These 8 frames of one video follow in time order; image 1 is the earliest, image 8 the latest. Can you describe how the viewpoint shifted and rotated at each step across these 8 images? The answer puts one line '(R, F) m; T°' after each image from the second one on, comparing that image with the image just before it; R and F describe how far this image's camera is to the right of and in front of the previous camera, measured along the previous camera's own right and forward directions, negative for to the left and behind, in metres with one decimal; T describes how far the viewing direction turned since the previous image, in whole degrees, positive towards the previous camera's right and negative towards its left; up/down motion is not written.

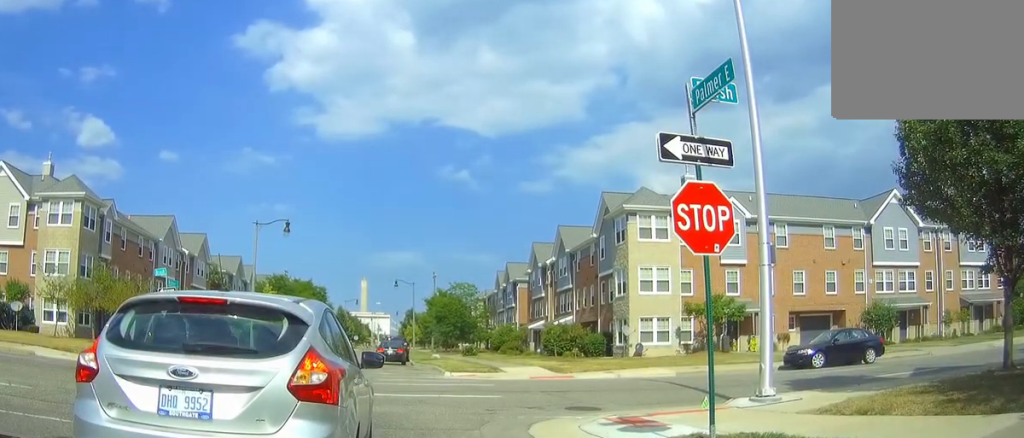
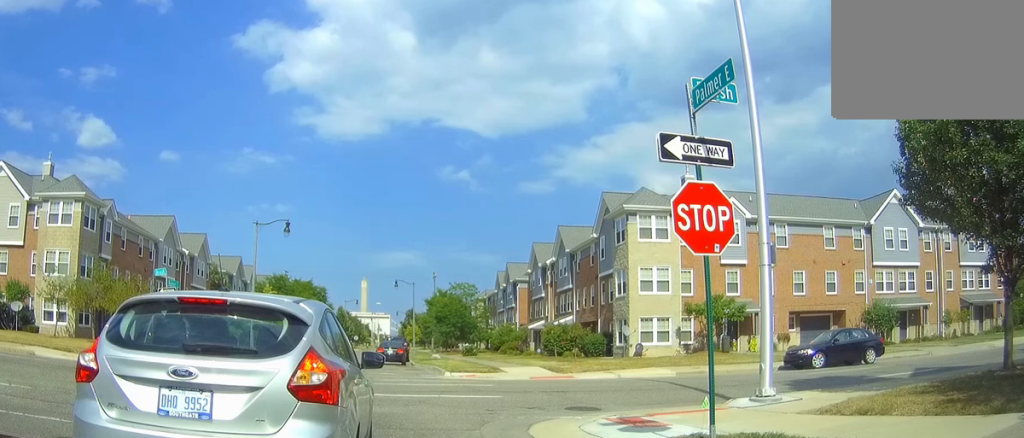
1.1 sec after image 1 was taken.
(0.0, -0.1) m; 0°
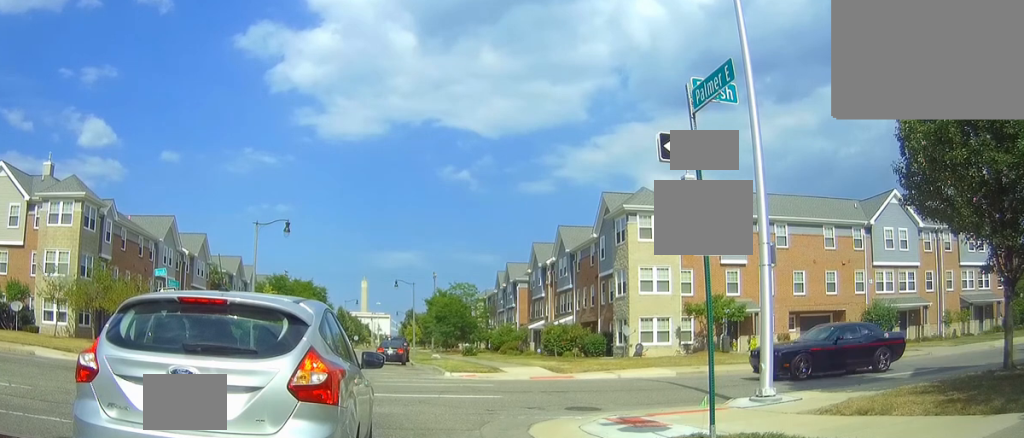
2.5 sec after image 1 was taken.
(0.0, 0.0) m; 0°
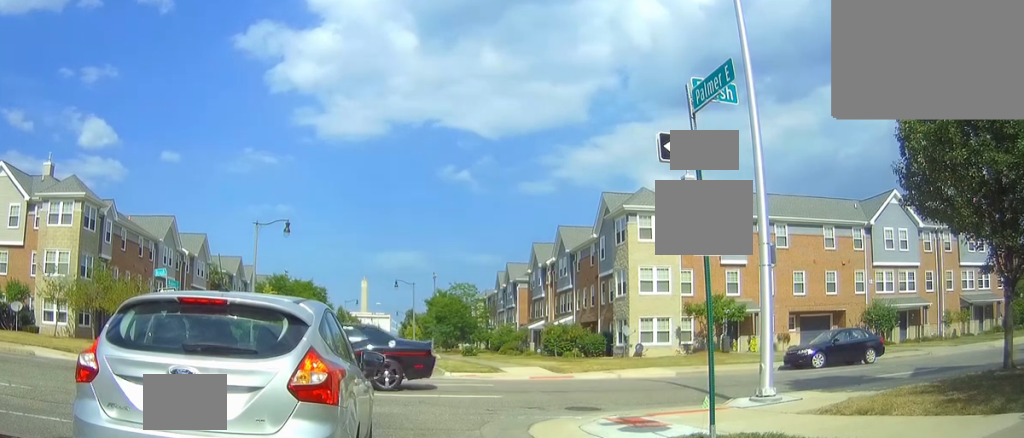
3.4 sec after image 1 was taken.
(0.0, 0.0) m; 0°
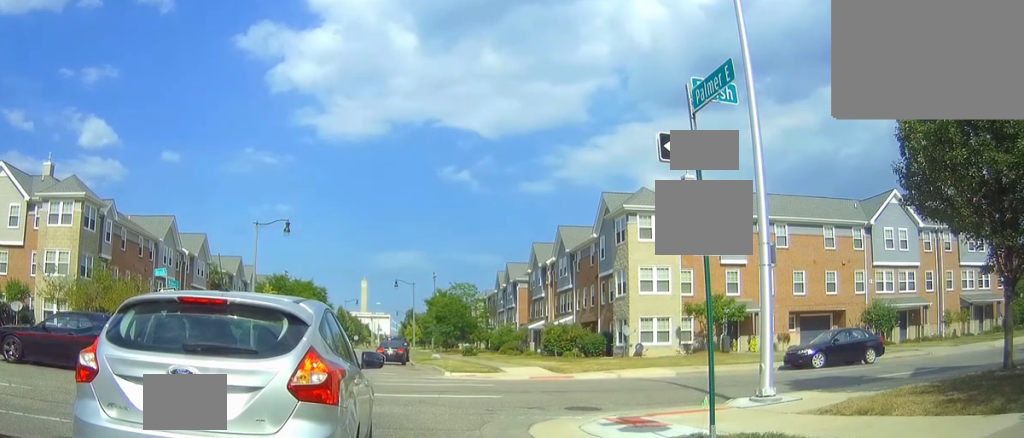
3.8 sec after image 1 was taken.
(0.0, 0.0) m; 0°
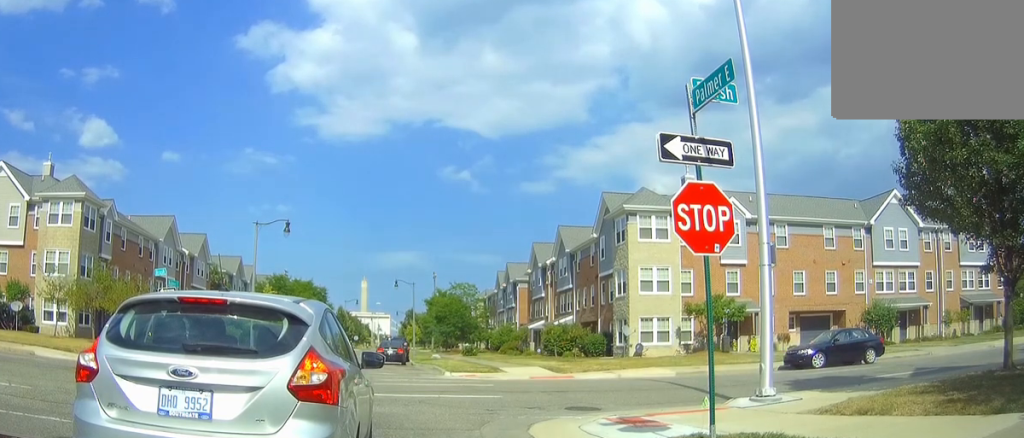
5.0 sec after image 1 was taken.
(0.0, 0.0) m; 0°
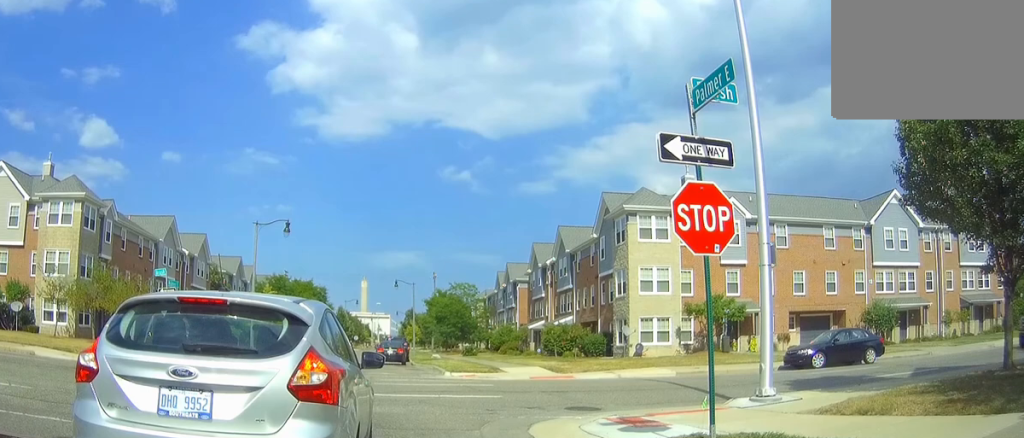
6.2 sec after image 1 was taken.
(0.0, 0.0) m; 0°
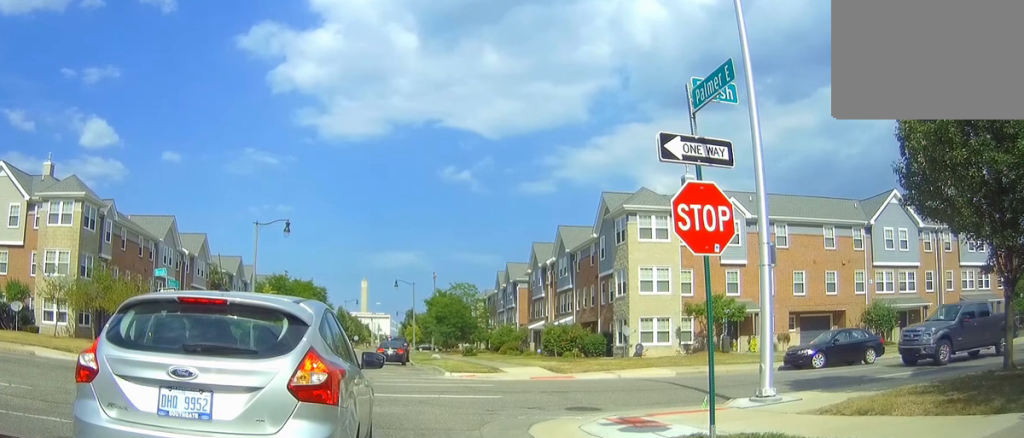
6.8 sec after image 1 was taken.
(0.0, 0.0) m; 0°
